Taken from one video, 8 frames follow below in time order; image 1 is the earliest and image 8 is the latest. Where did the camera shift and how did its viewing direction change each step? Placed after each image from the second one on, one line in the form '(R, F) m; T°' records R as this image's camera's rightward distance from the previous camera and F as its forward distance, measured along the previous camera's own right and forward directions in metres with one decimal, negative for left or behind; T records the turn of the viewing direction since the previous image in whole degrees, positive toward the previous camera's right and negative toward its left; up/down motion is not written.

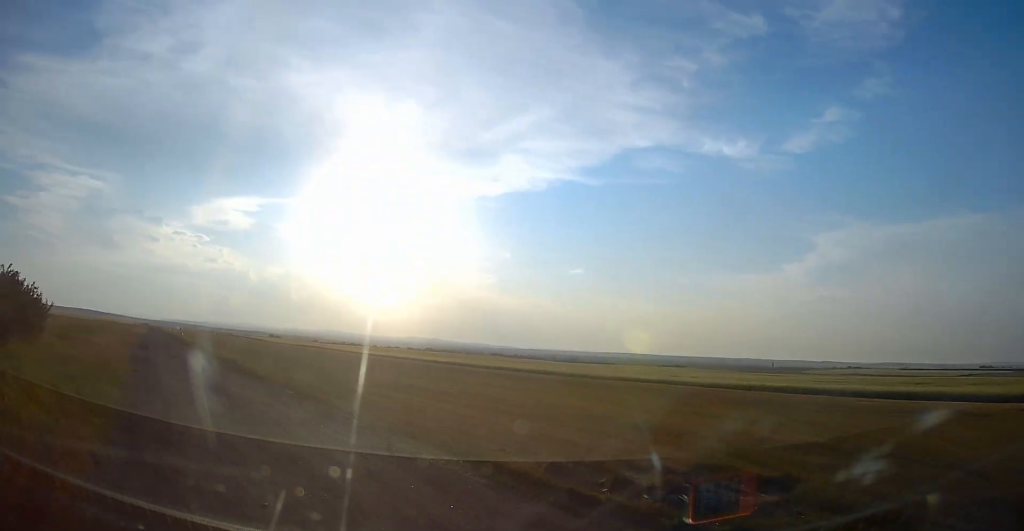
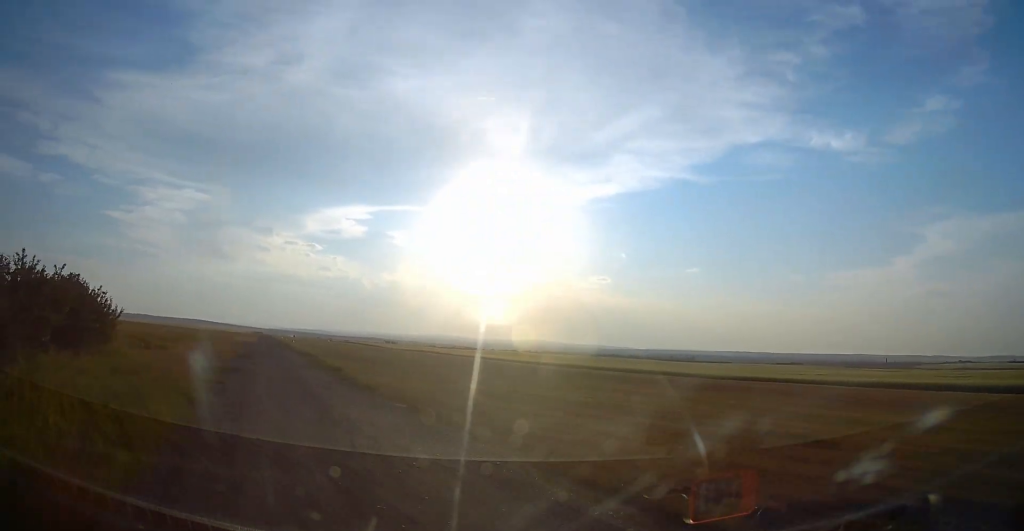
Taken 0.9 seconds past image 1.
(-0.3, +2.5) m; -9°
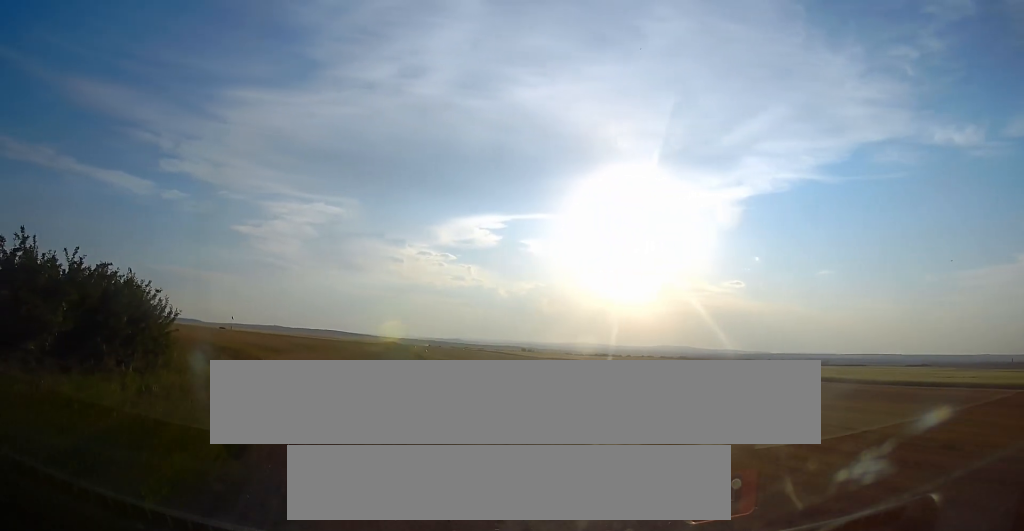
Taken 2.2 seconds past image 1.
(-0.3, +4.3) m; -11°
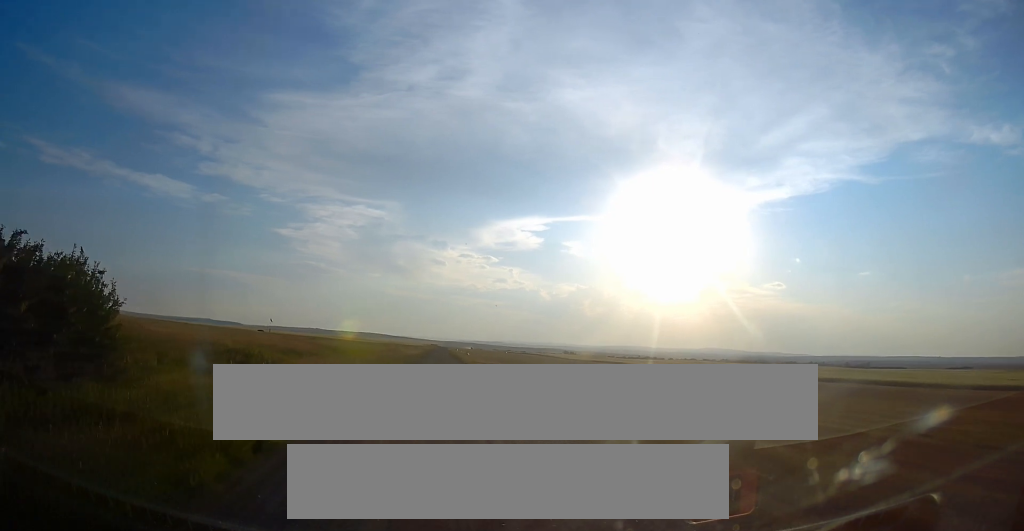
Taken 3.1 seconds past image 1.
(-0.4, +3.8) m; -6°
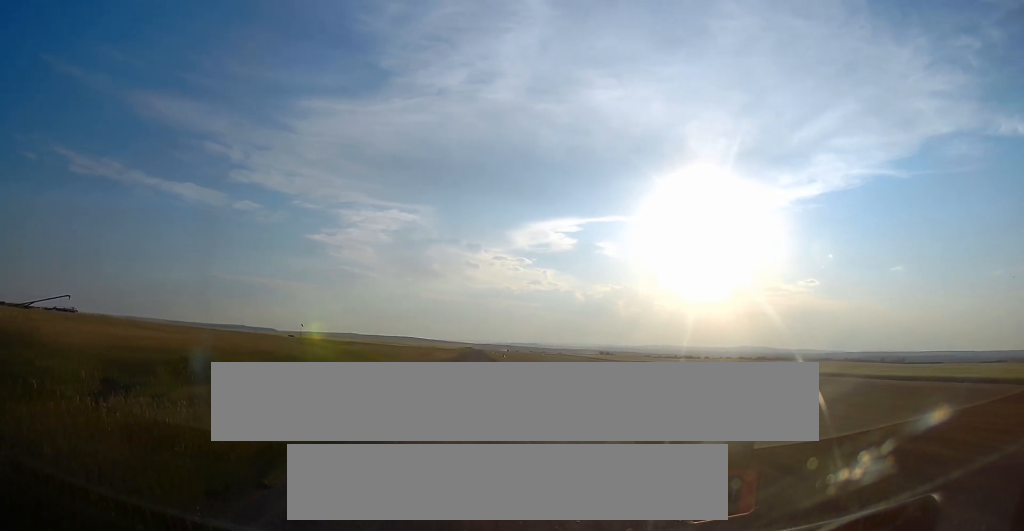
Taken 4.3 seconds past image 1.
(-0.2, +5.6) m; -2°
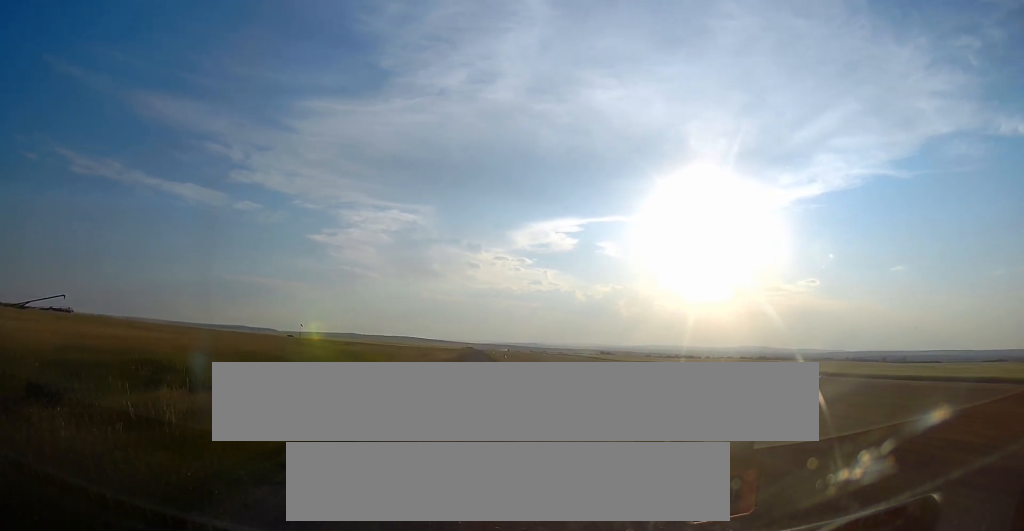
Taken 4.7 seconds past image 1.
(0.0, +2.2) m; 0°
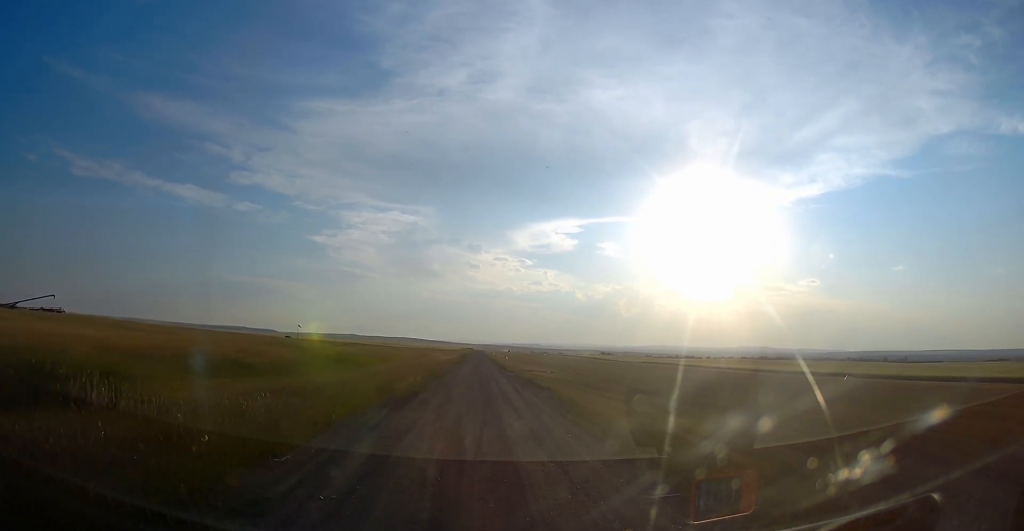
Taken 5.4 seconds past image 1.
(0.0, +3.9) m; 0°
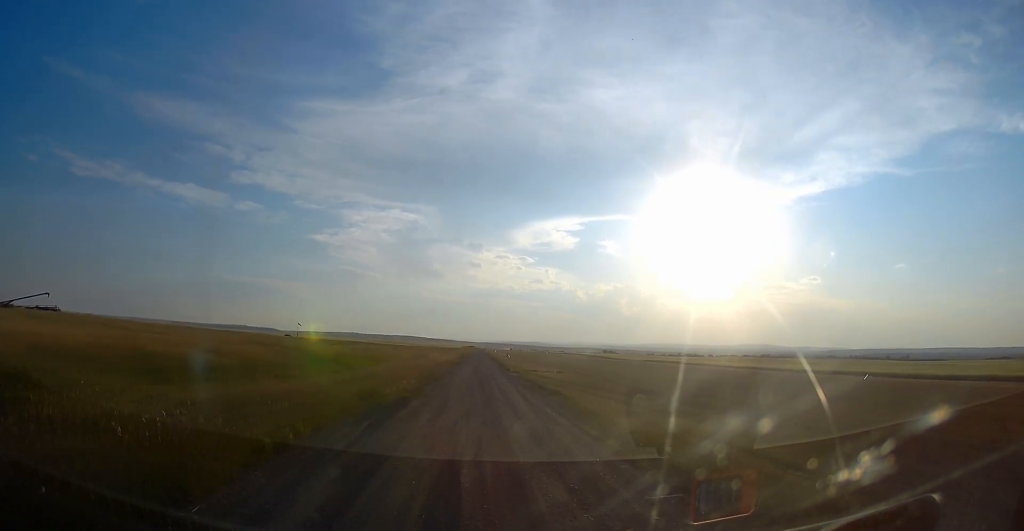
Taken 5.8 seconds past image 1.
(0.0, +2.6) m; 0°
